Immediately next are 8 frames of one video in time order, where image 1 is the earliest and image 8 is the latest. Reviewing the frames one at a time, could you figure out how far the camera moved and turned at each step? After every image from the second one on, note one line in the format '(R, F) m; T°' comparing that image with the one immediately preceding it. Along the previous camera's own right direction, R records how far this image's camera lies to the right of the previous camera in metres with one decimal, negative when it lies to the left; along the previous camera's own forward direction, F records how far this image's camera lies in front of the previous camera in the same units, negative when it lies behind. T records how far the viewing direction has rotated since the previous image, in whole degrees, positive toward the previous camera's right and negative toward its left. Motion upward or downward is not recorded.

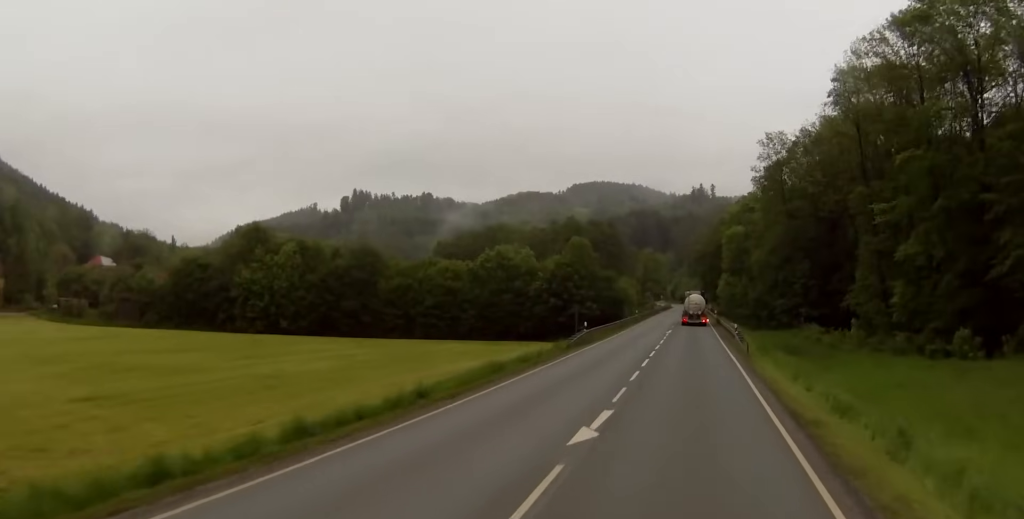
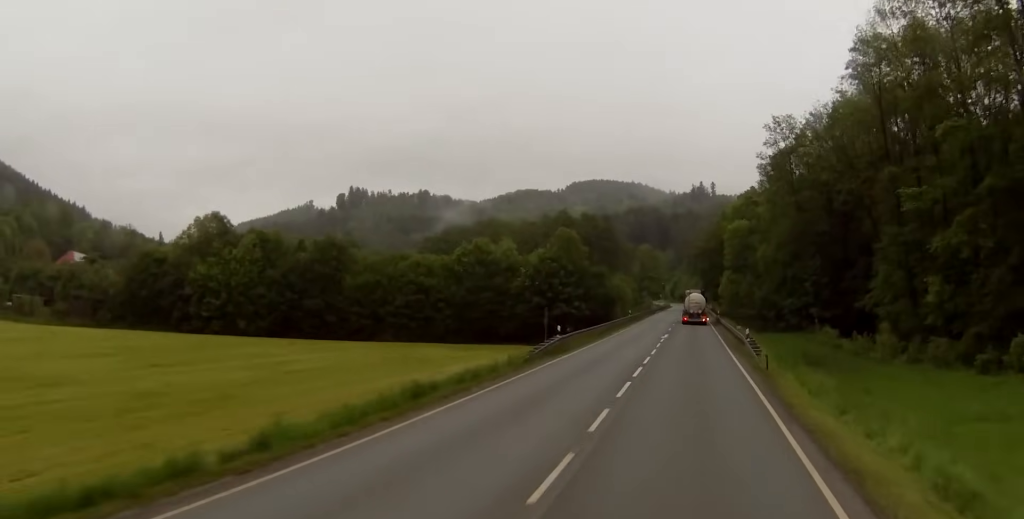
(0.0, +11.1) m; 0°
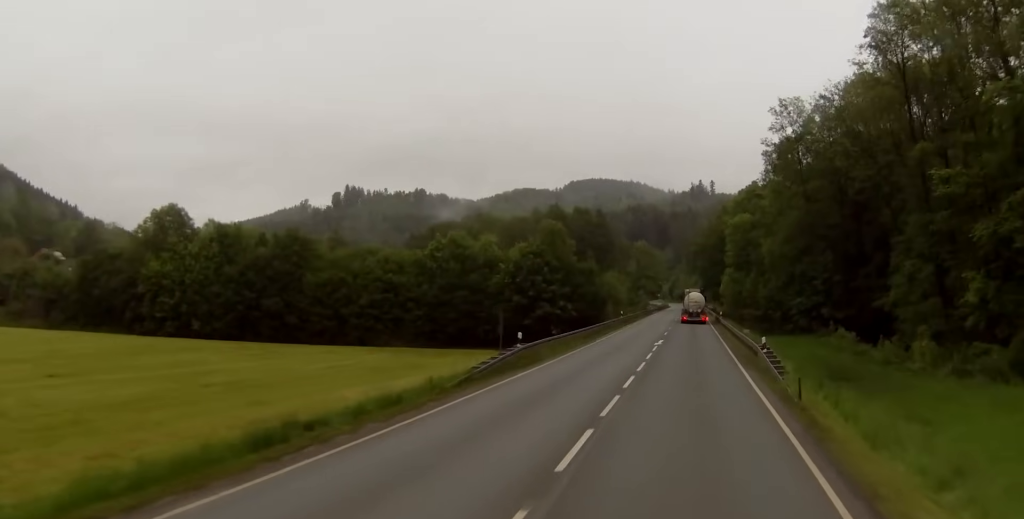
(0.0, +9.9) m; 0°
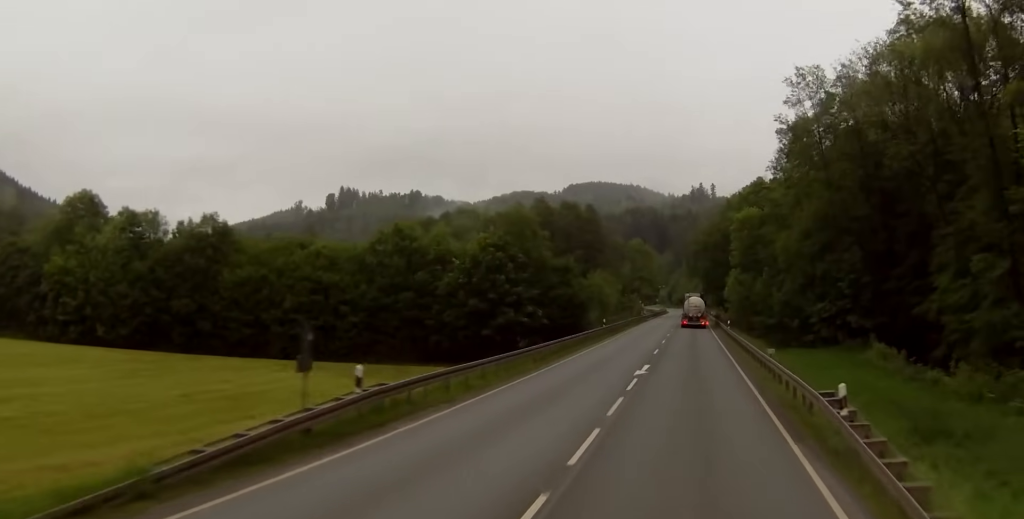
(0.0, +16.9) m; -1°
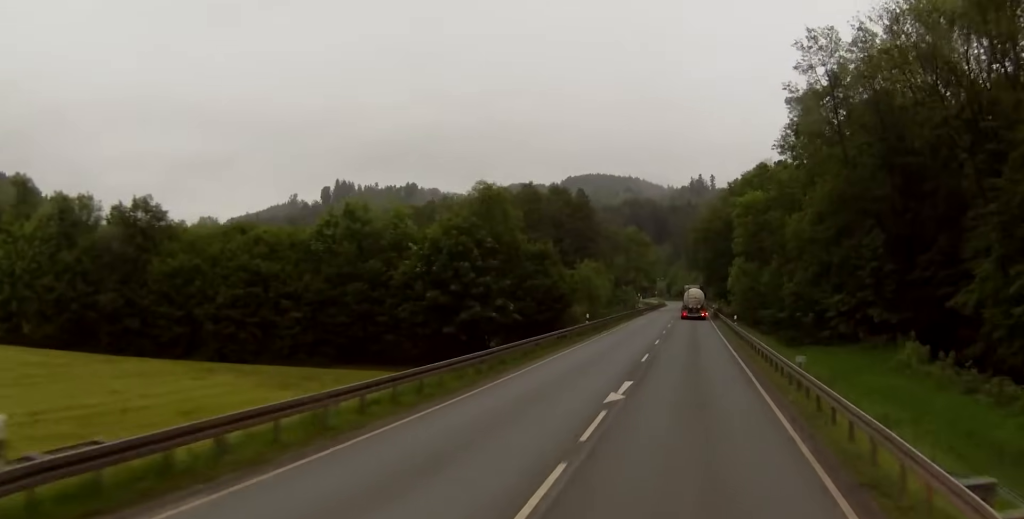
(-0.1, +10.5) m; 0°
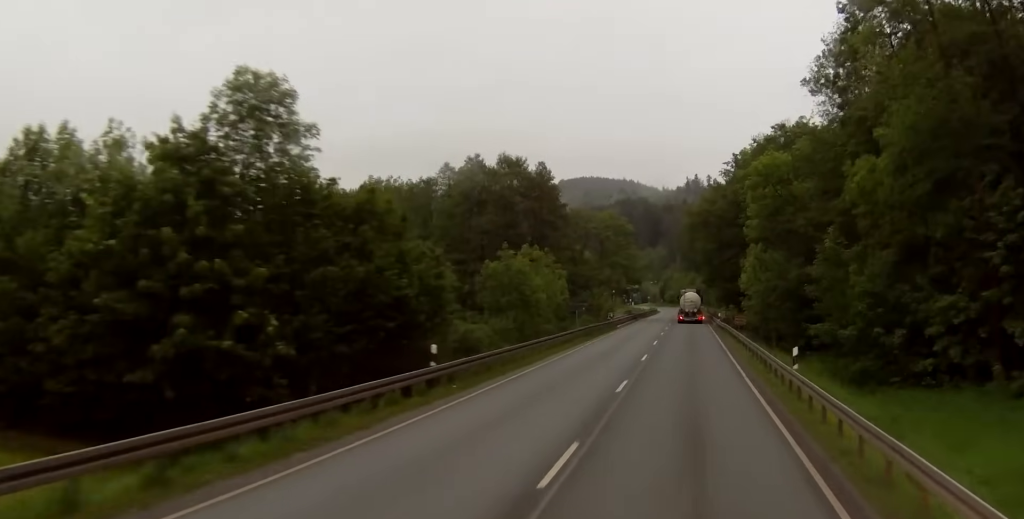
(+0.2, +33.0) m; +1°
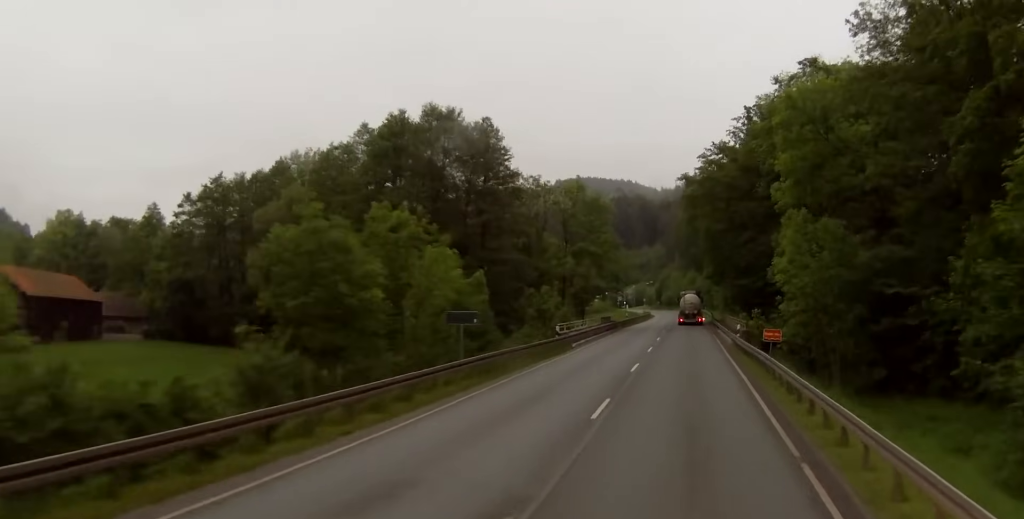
(+0.1, +28.8) m; 0°
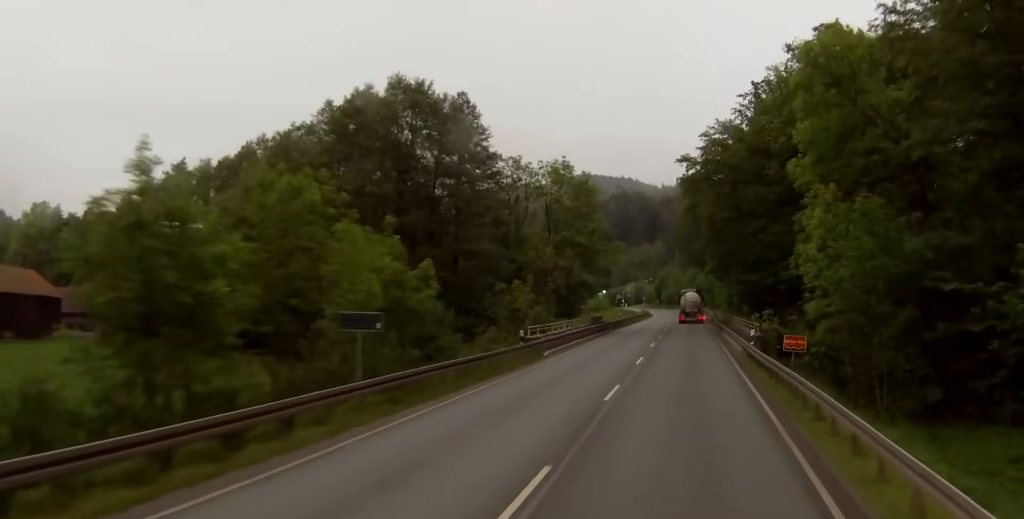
(0.0, +9.2) m; 0°
